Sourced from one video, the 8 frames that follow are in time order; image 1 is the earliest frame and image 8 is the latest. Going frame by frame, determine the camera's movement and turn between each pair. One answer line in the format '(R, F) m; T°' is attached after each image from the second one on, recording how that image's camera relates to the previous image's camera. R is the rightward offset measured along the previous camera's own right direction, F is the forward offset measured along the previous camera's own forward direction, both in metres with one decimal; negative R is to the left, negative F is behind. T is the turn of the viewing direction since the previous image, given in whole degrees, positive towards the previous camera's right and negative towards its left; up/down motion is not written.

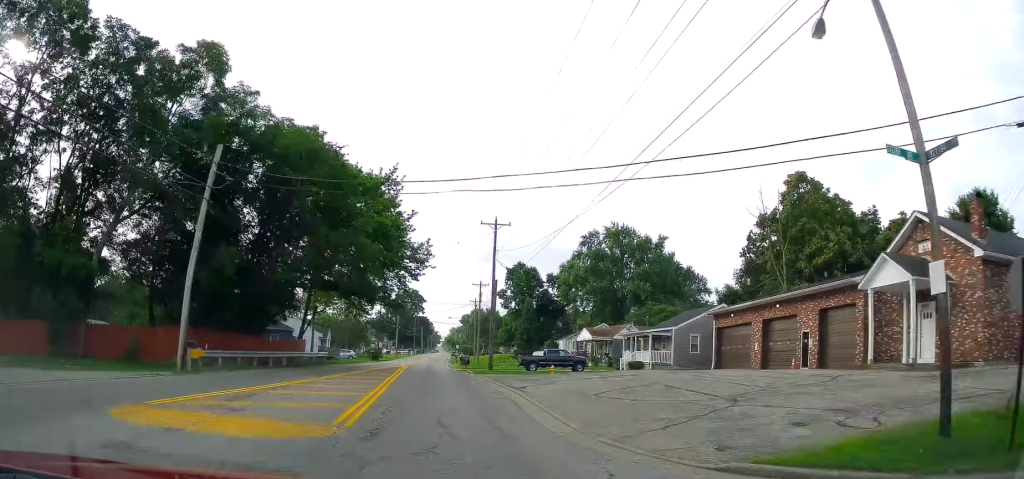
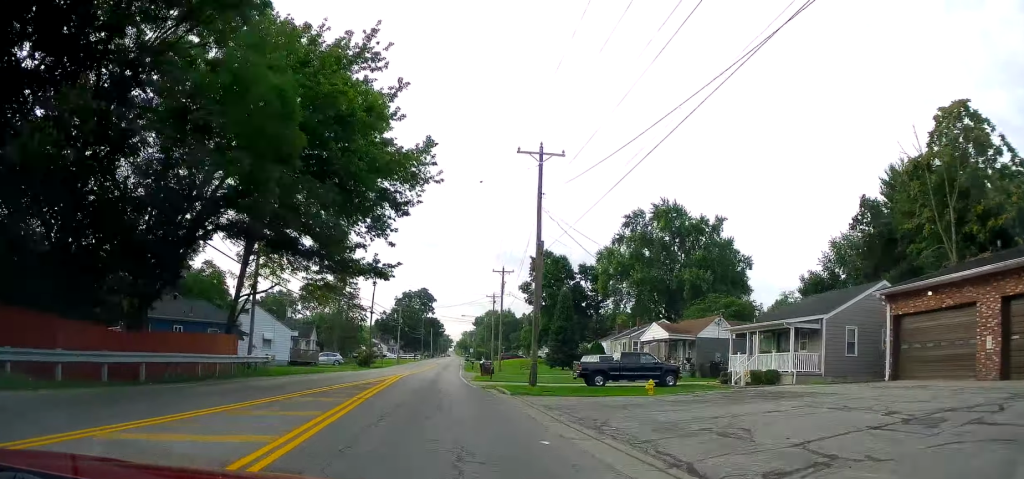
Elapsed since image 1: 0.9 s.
(-0.1, +18.3) m; -3°
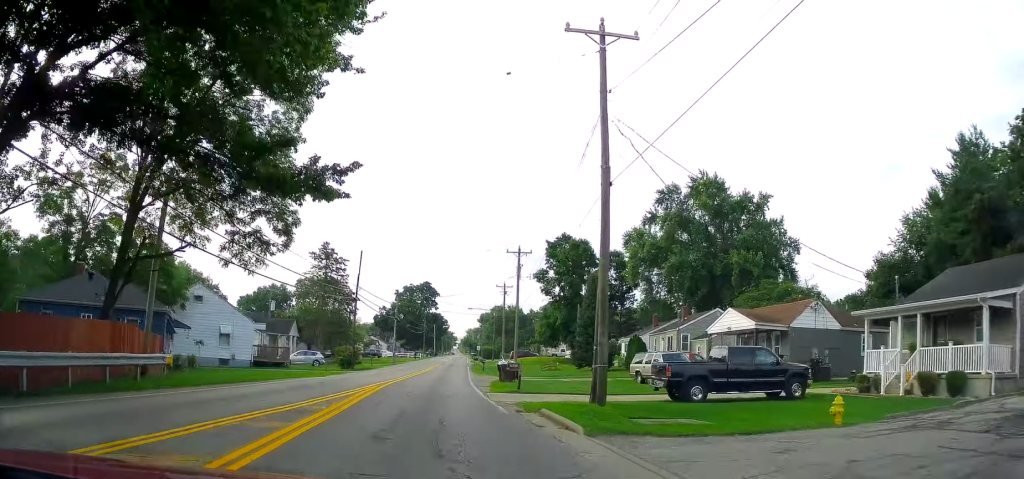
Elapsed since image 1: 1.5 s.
(-0.3, +11.9) m; -1°
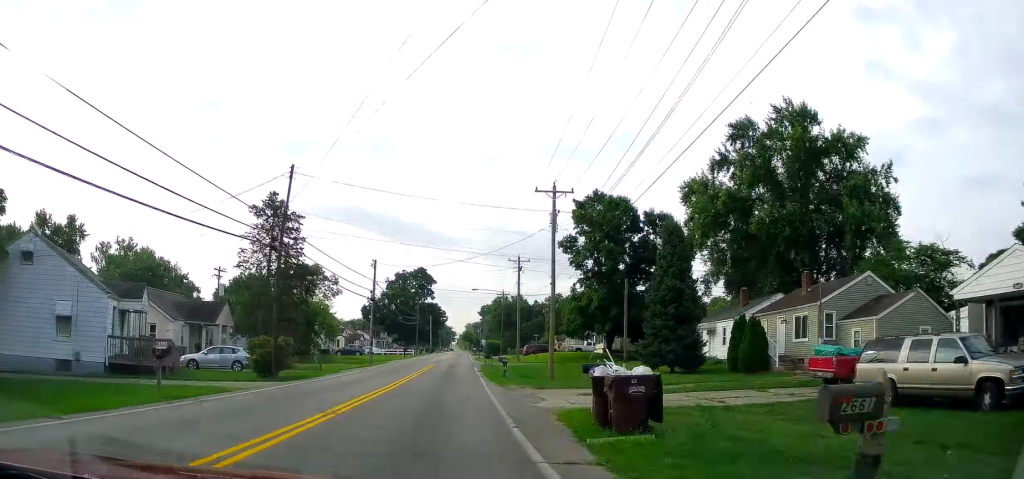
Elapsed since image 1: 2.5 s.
(-0.3, +20.1) m; +1°
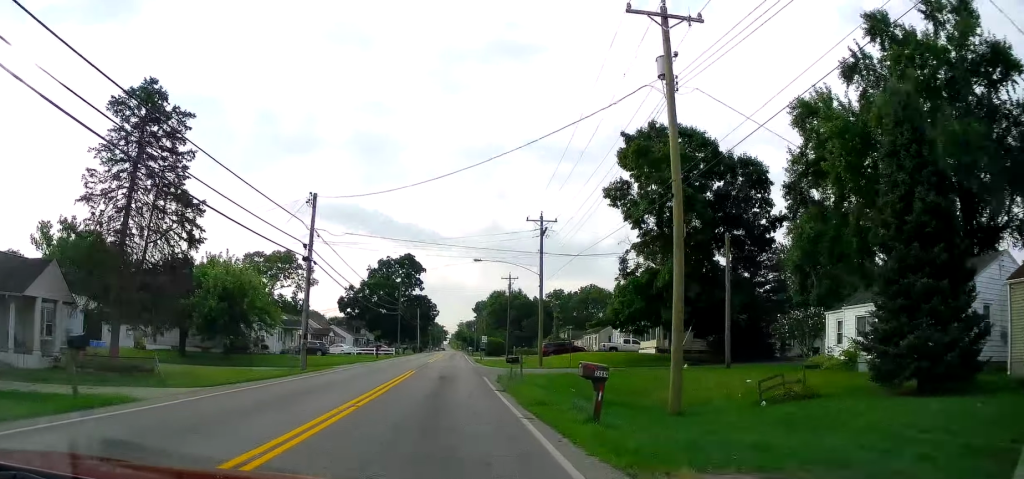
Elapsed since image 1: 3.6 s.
(+0.6, +21.0) m; 0°
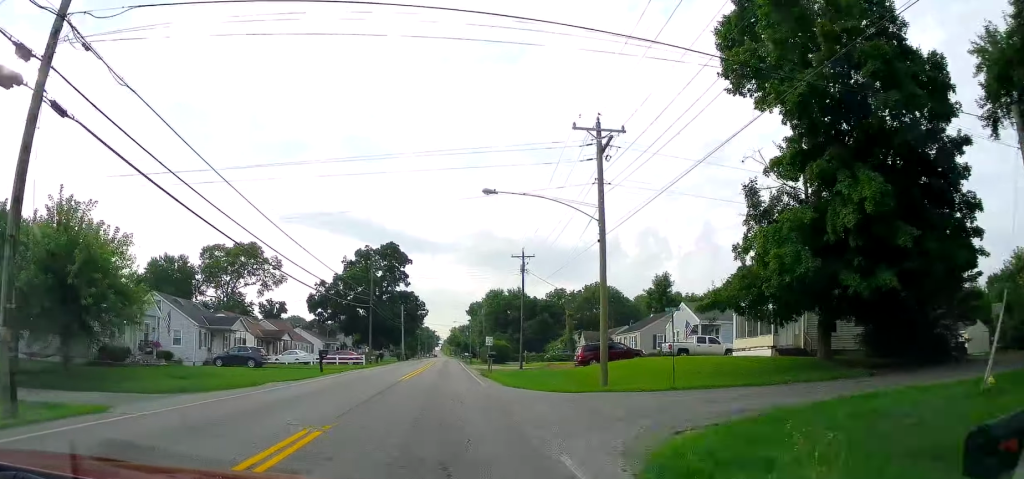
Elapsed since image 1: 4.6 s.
(-0.5, +20.6) m; -1°
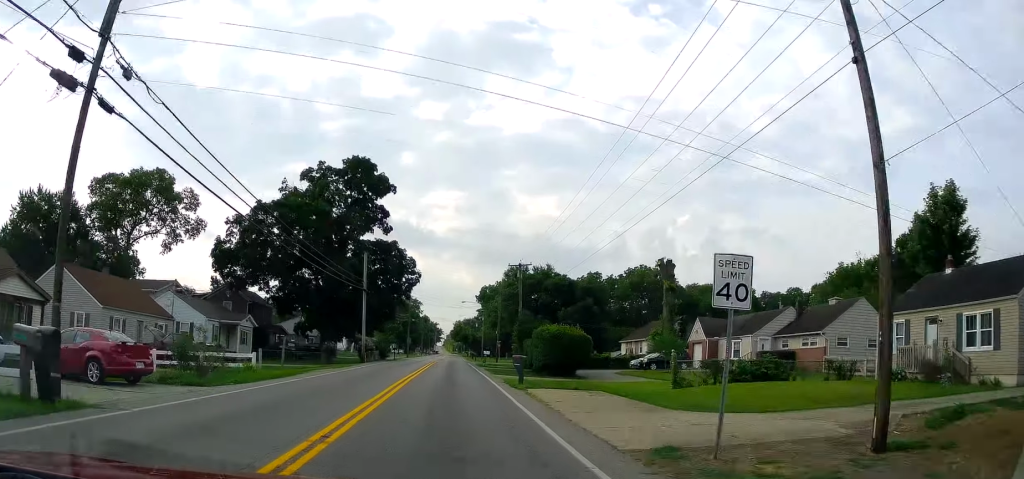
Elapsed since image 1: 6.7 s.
(+0.9, +44.7) m; +2°
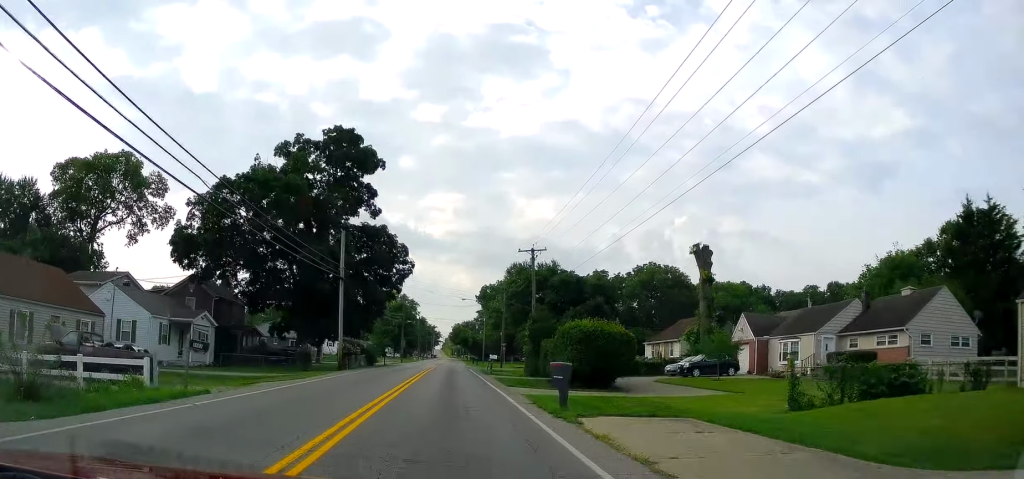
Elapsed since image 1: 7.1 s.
(0.0, +9.2) m; 0°
